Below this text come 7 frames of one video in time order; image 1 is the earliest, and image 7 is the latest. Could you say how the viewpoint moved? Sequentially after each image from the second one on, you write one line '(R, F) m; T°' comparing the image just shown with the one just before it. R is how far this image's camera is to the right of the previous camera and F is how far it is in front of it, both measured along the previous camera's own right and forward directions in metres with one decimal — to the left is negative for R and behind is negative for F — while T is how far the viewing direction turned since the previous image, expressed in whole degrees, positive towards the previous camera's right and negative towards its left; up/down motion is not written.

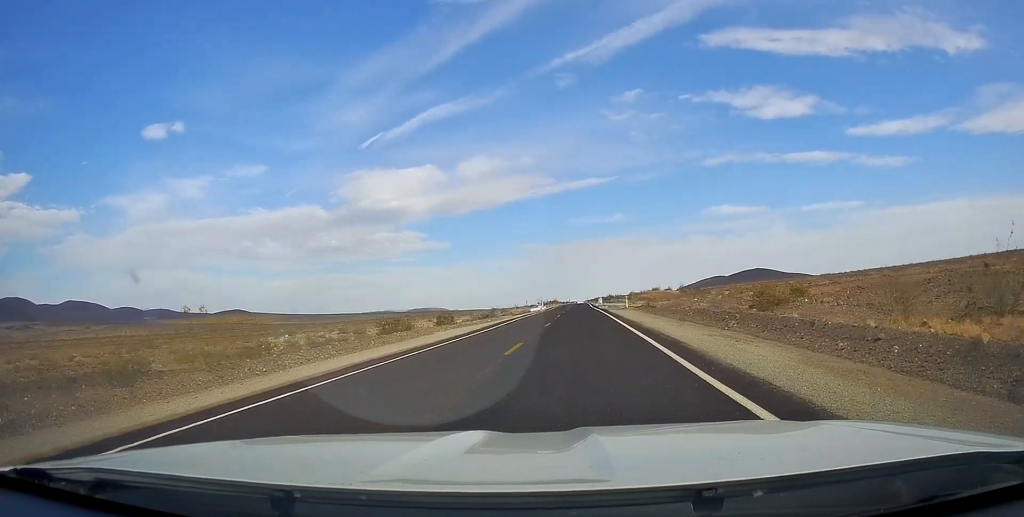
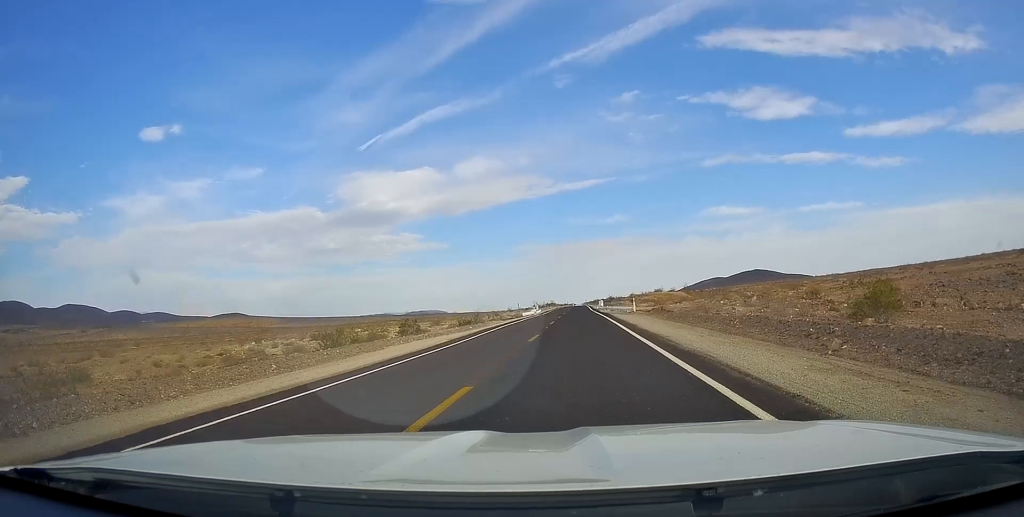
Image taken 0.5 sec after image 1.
(0.0, +9.0) m; 0°
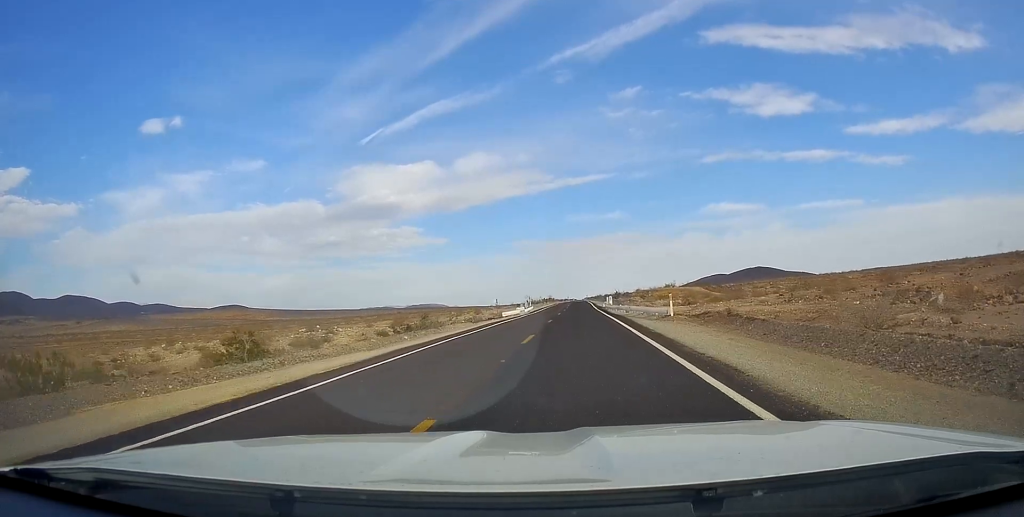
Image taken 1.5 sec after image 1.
(-0.1, +18.7) m; -1°
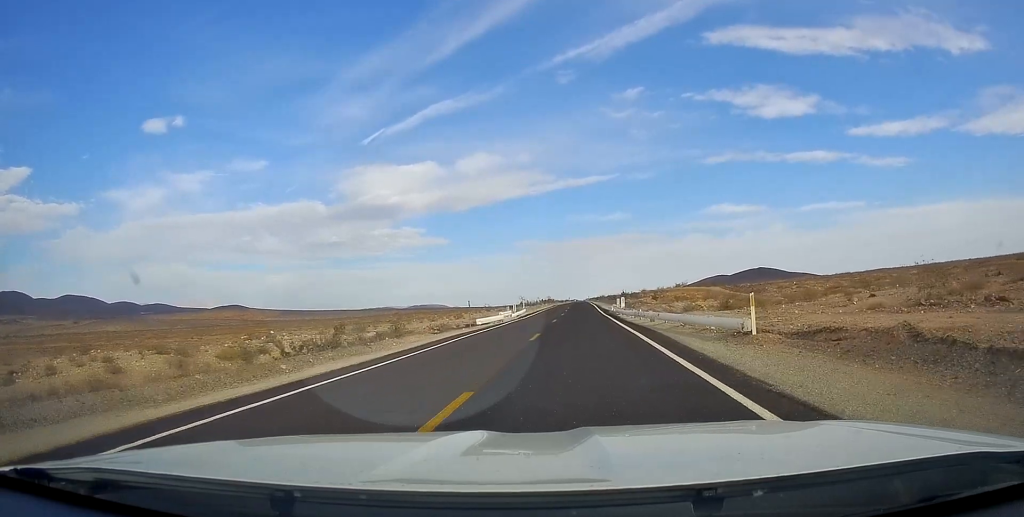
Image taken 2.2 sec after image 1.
(+0.2, +13.5) m; -1°
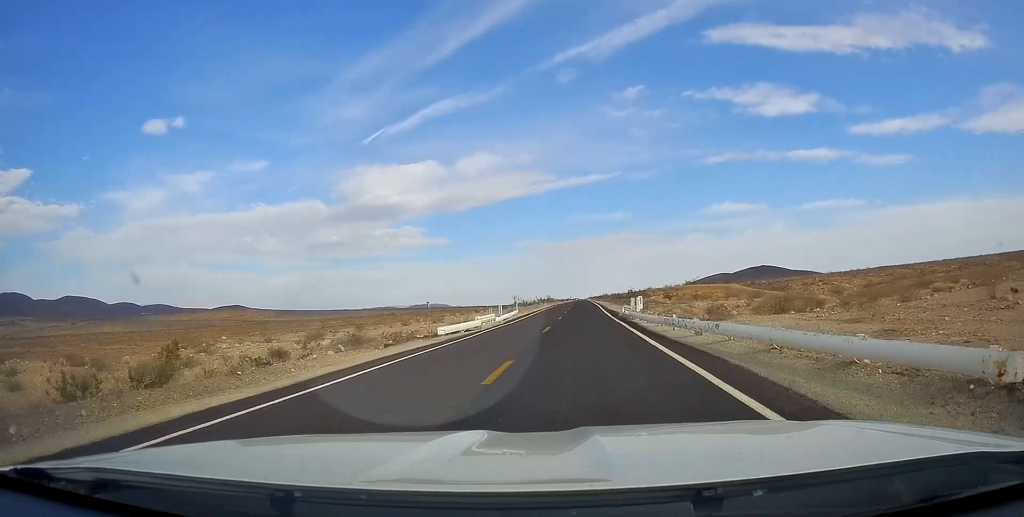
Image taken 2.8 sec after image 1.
(-0.5, +10.7) m; 0°
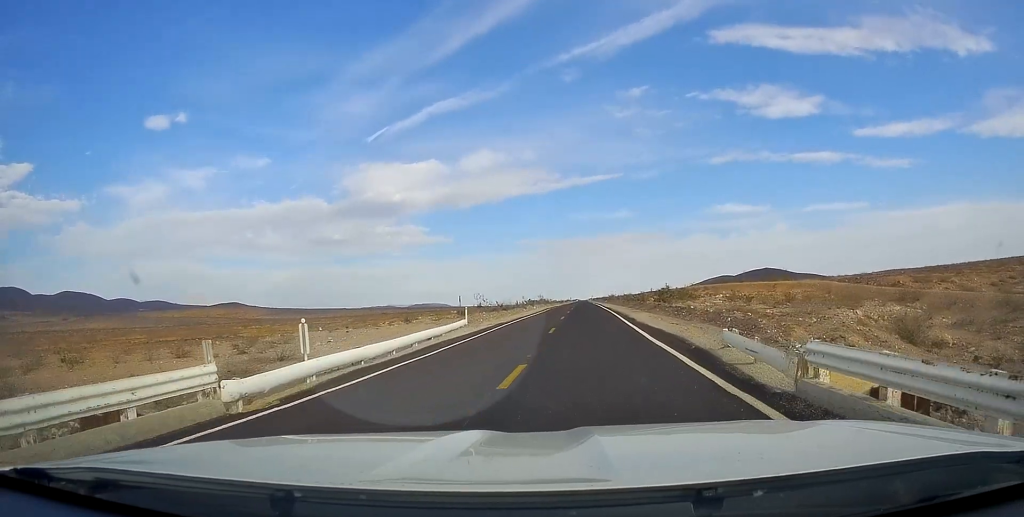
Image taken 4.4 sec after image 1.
(+0.6, +31.3) m; +2°
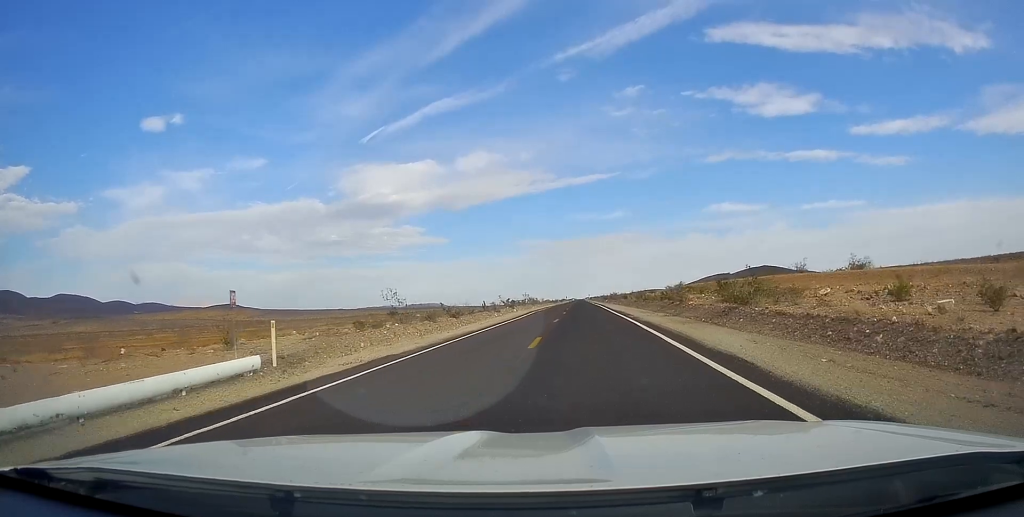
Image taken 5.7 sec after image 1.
(0.0, +24.1) m; +1°
